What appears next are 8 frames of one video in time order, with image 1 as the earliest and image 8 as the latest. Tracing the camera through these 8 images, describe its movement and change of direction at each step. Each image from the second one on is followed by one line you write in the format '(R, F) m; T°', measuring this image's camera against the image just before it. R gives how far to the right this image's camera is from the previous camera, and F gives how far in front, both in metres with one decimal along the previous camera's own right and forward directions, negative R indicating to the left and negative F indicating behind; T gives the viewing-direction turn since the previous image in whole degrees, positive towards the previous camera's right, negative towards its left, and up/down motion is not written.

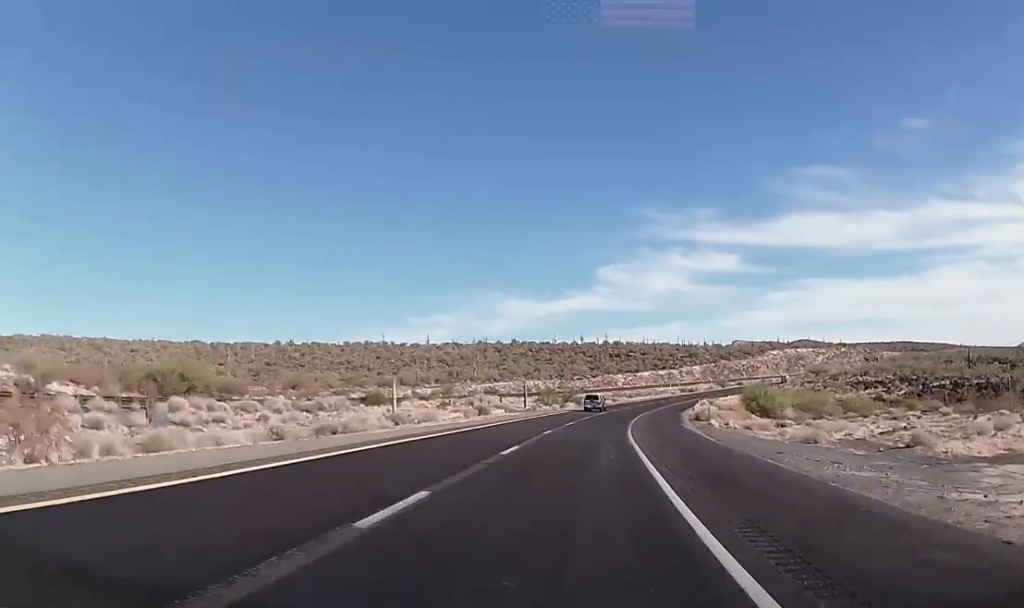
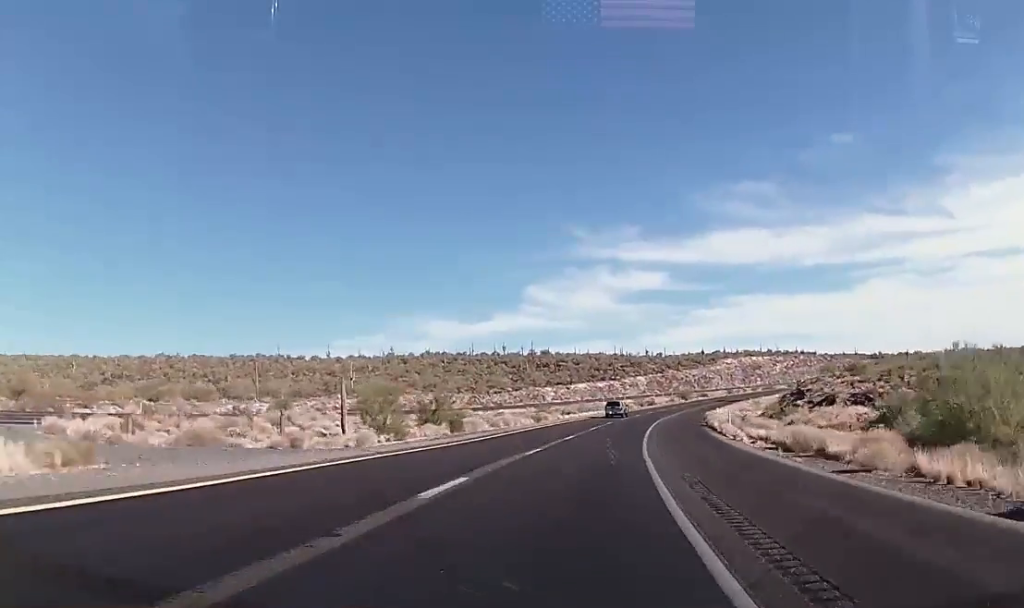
(+1.6, +57.4) m; +3°
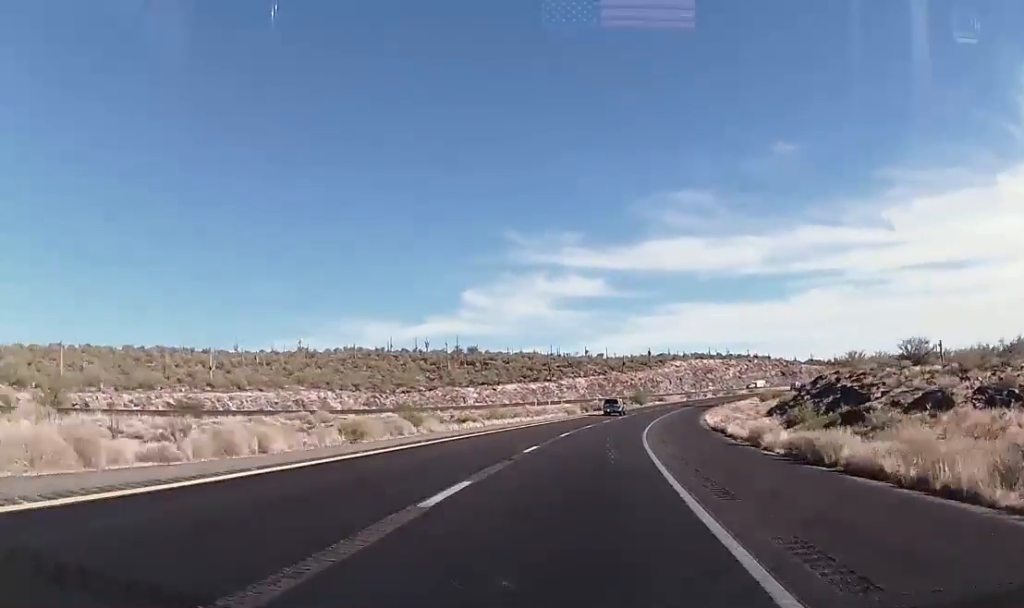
(+1.1, +37.5) m; +5°
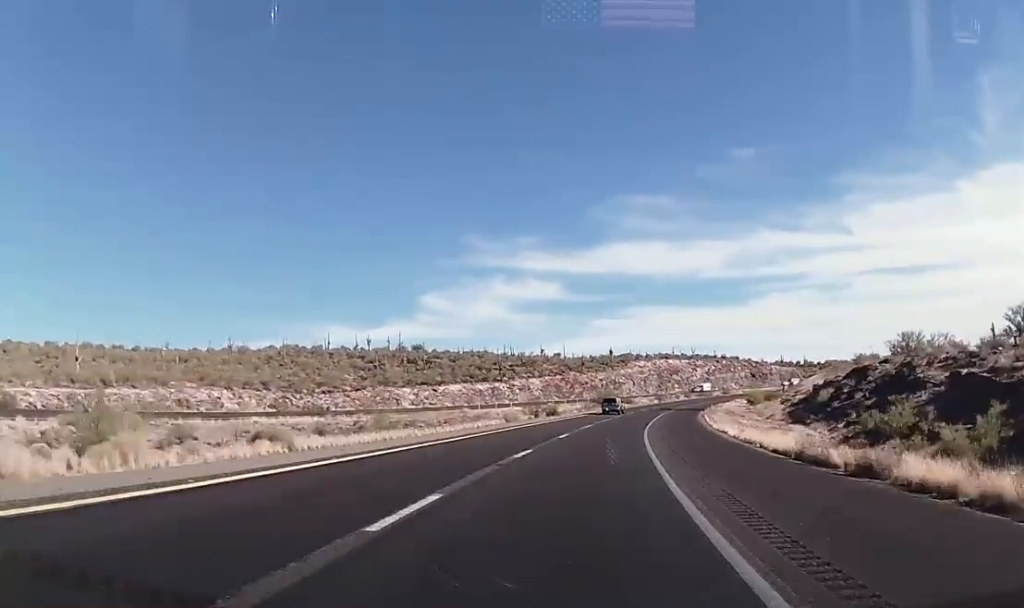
(+1.4, +25.9) m; +4°
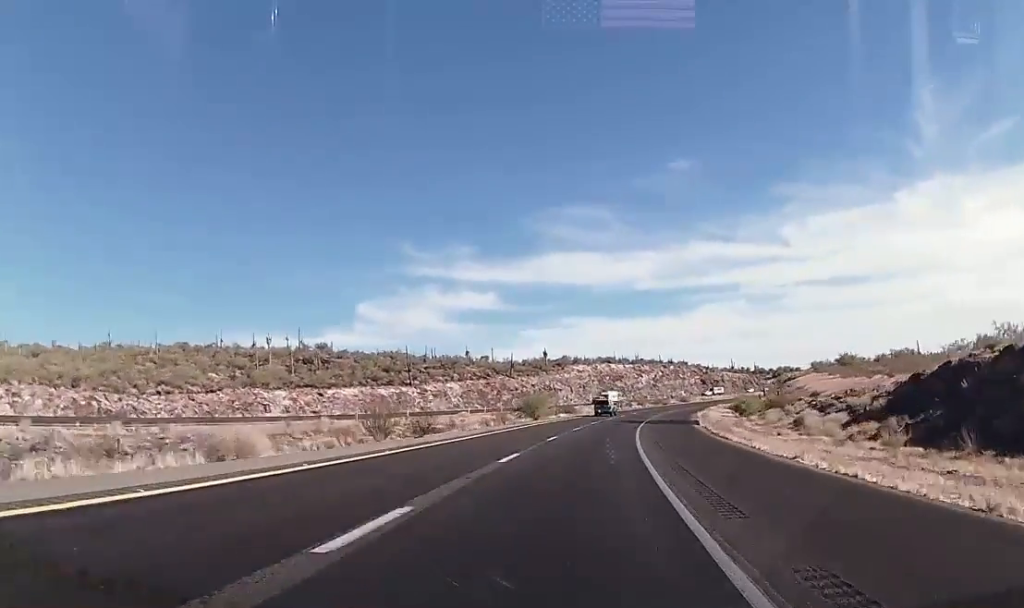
(+1.3, +38.0) m; +4°
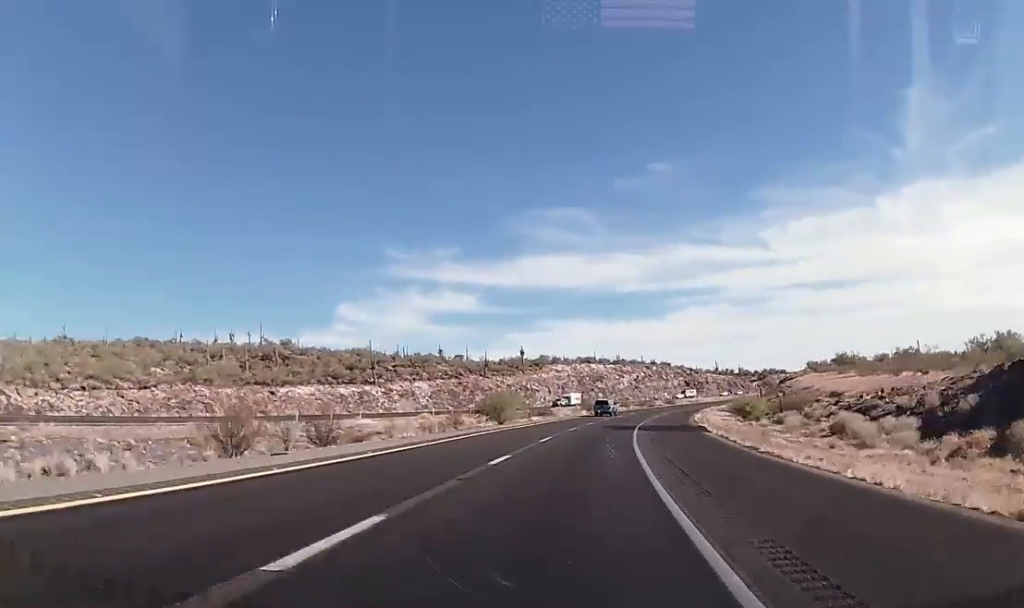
(+0.3, +13.3) m; +2°
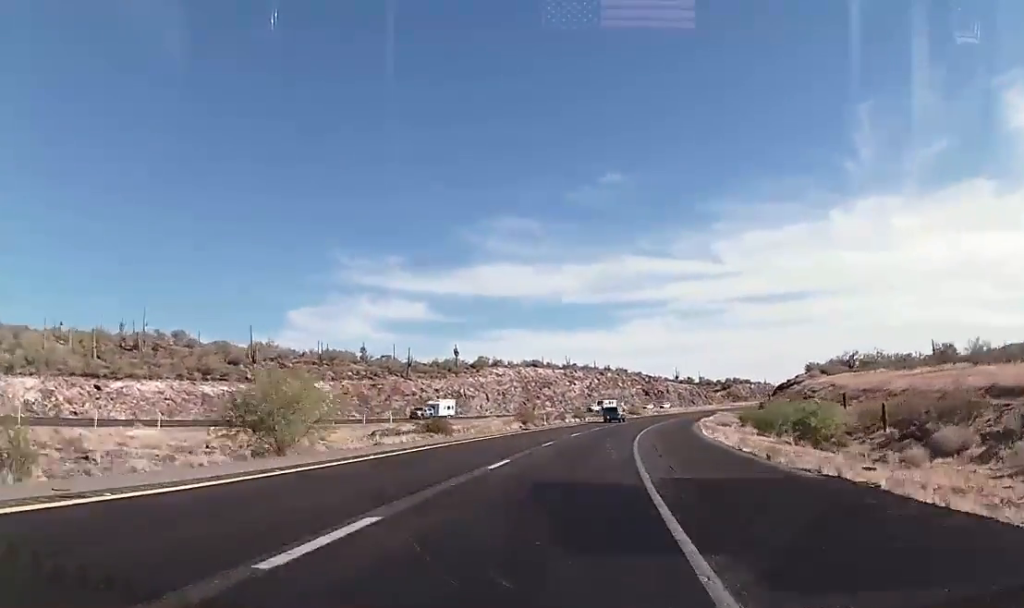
(+1.5, +36.3) m; +4°
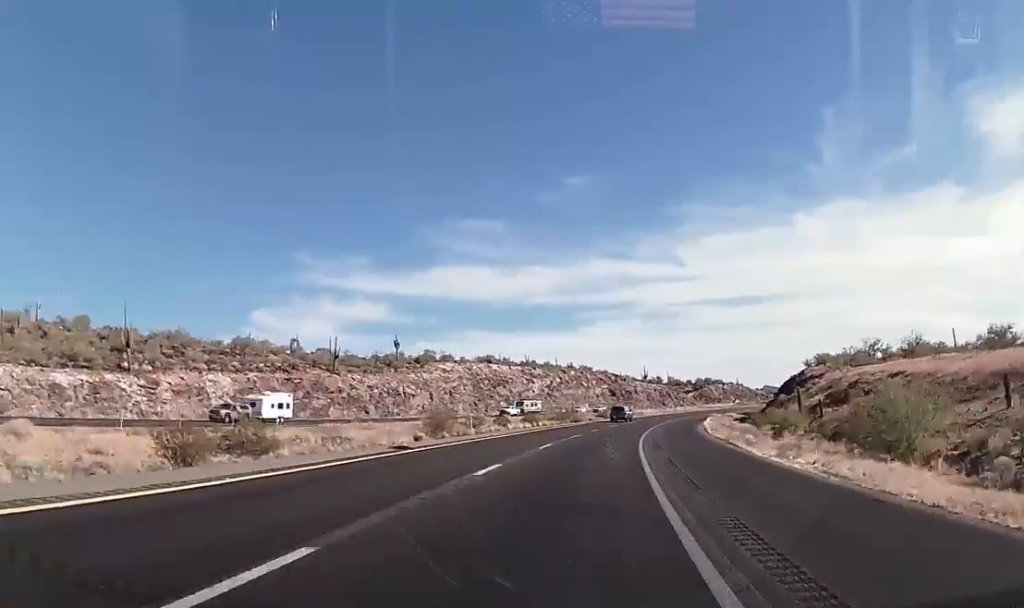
(+0.6, +26.3) m; +3°
